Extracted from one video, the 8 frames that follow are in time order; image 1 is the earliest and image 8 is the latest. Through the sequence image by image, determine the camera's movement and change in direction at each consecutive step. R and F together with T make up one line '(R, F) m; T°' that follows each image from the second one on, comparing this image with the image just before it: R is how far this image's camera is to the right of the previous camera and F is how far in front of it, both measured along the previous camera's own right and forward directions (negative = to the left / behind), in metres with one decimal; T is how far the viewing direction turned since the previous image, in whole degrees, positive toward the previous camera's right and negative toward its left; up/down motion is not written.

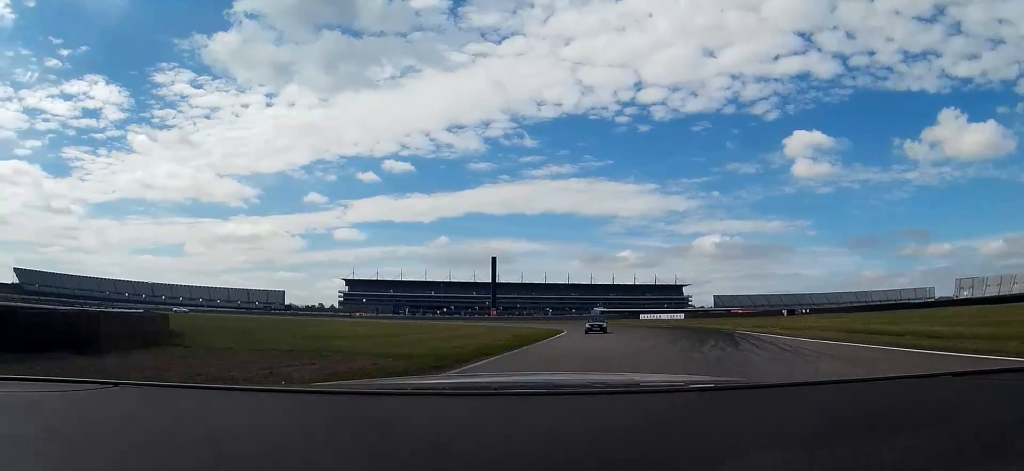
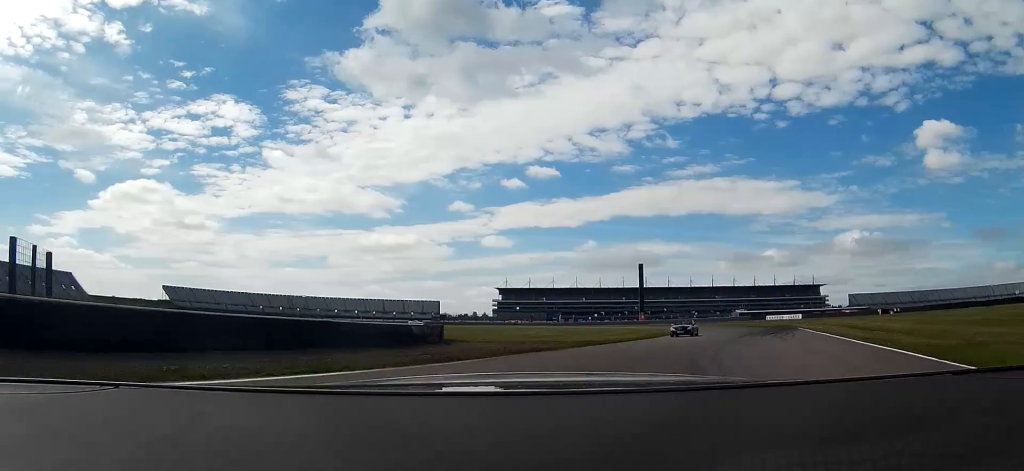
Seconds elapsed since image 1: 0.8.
(-1.0, +20.1) m; -10°
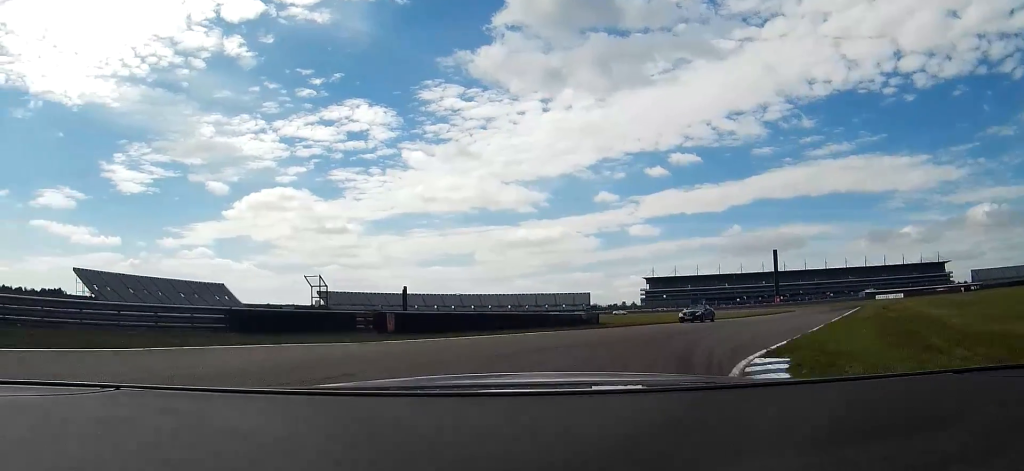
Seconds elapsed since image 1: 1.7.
(-2.0, +19.5) m; -17°
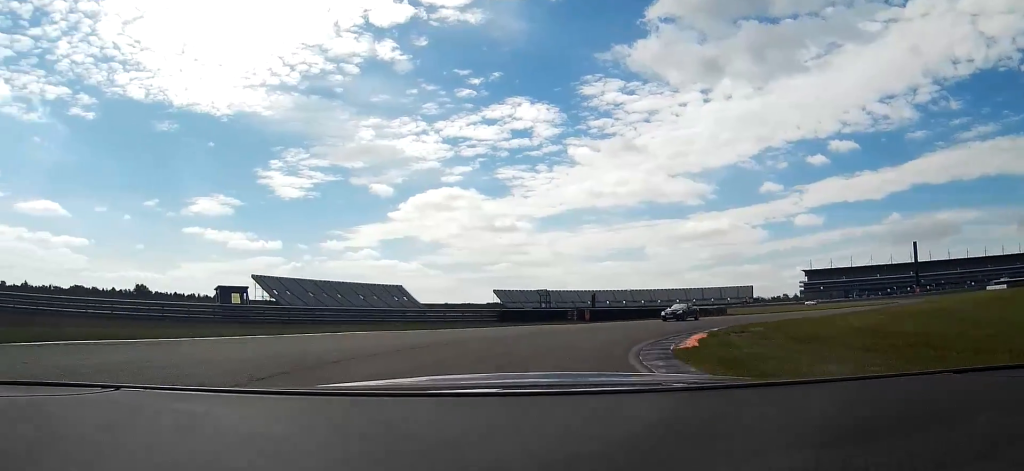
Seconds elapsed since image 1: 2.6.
(-4.3, +20.8) m; -21°
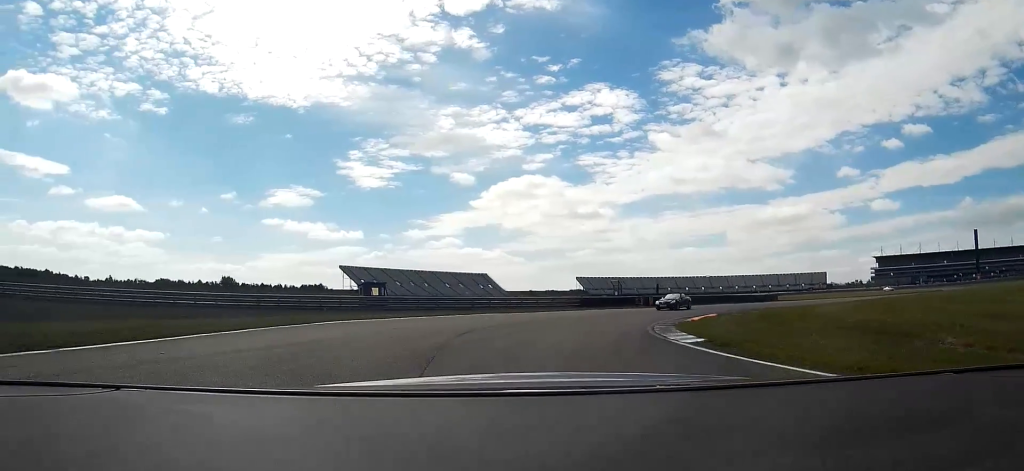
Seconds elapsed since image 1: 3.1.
(-1.6, +11.9) m; -7°
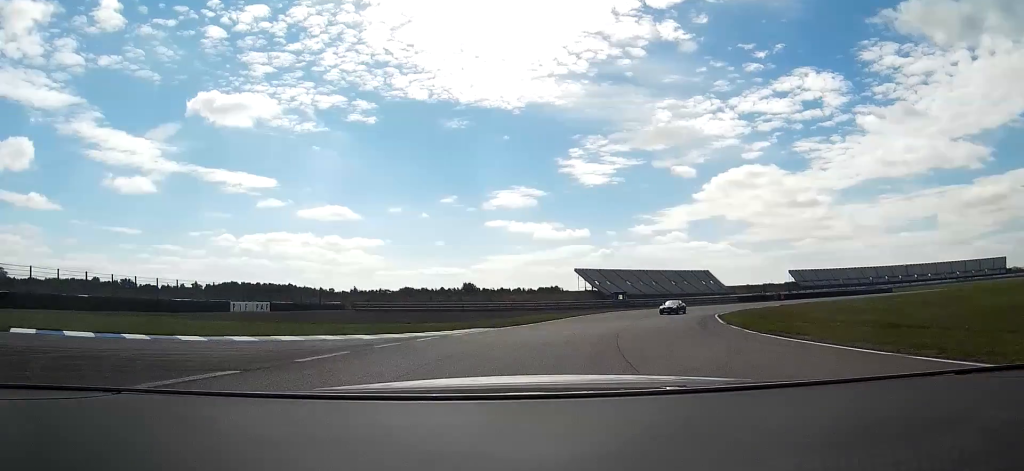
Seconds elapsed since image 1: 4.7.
(-6.9, +39.8) m; -19°
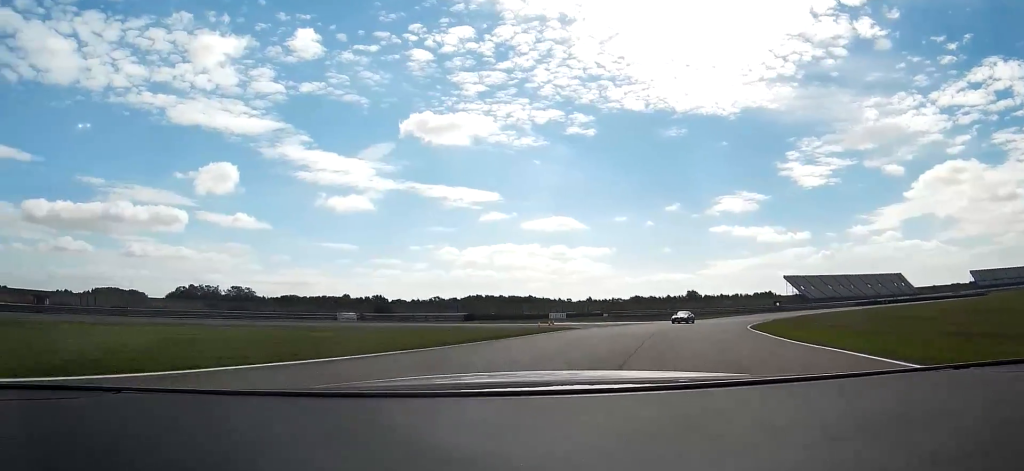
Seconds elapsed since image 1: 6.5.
(-8.7, +48.0) m; -22°
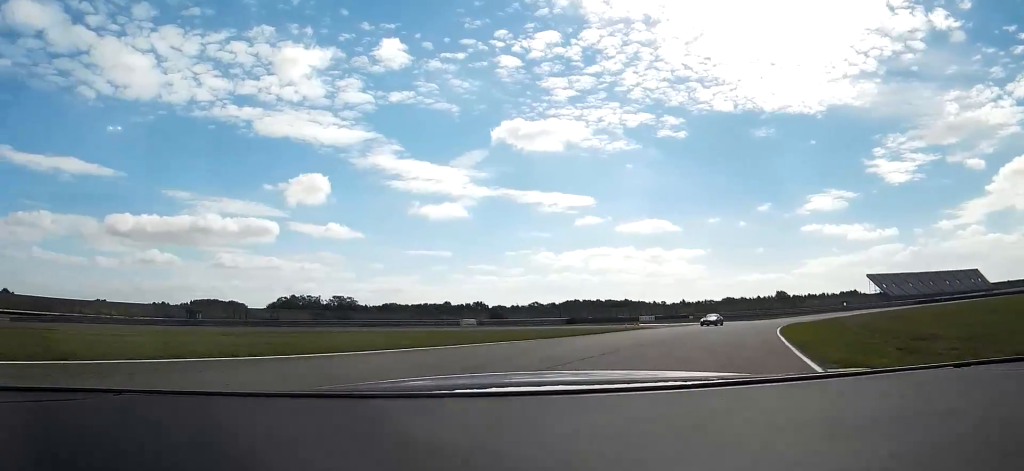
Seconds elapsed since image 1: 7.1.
(-1.6, +14.0) m; -8°
